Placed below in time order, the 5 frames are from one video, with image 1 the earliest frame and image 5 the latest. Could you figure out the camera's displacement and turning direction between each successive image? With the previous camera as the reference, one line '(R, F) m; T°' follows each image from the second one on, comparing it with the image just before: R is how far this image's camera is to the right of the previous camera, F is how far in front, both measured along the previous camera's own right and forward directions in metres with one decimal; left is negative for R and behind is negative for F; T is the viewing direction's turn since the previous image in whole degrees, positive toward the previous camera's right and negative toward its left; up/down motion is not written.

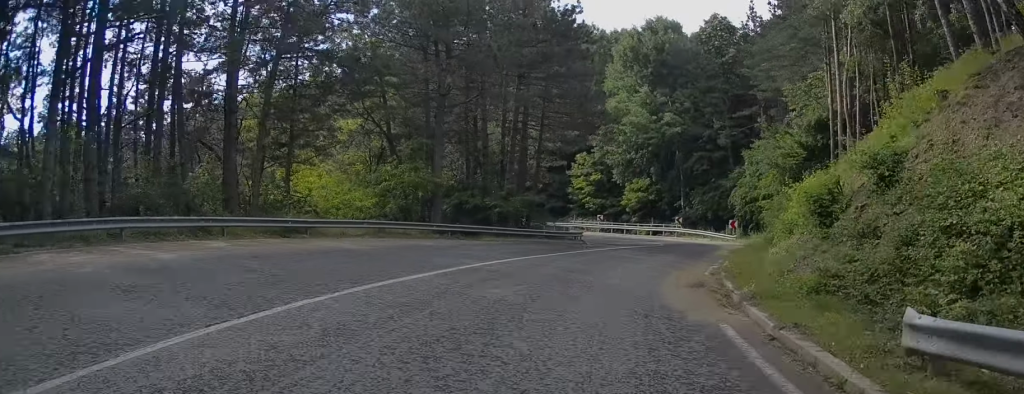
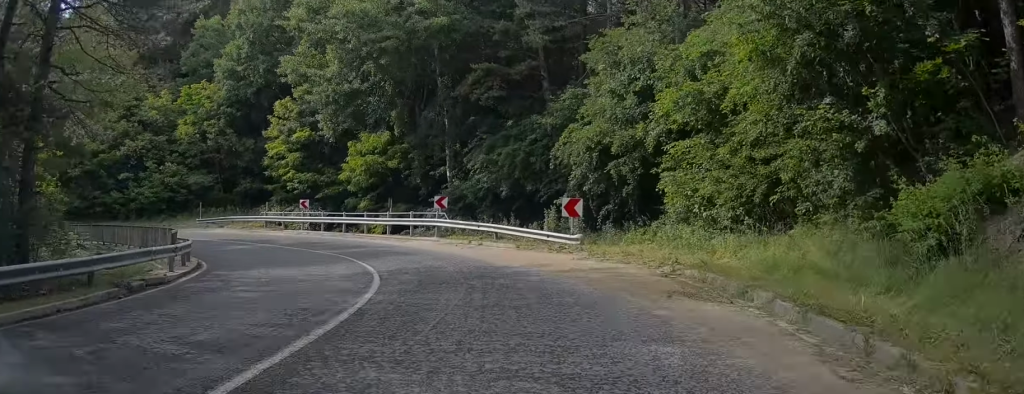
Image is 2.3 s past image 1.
(+5.2, +27.3) m; +12°
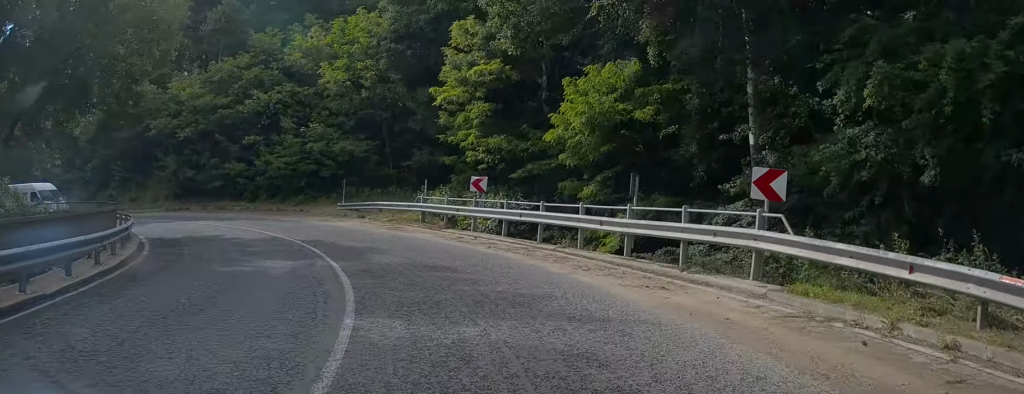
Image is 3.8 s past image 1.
(-0.3, +17.1) m; -4°
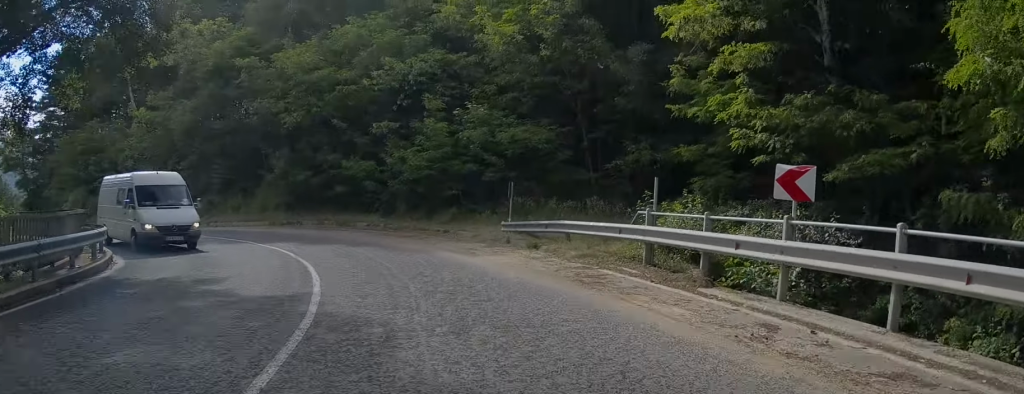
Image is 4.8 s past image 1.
(-0.6, +11.9) m; -11°
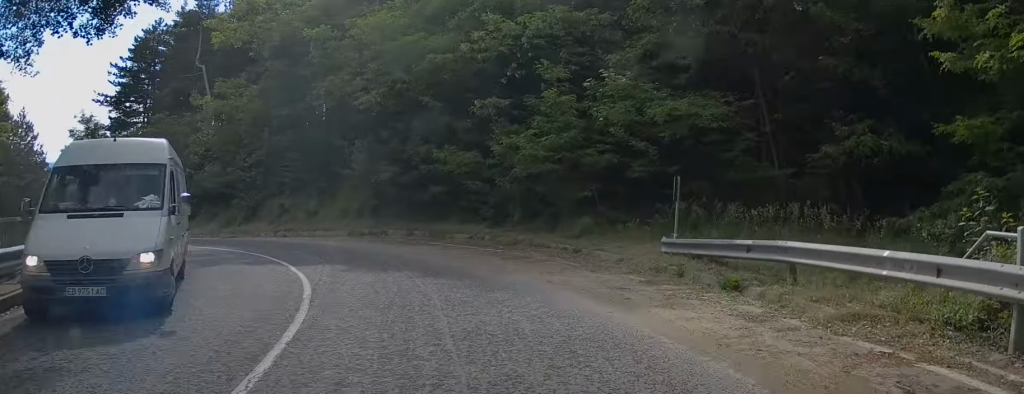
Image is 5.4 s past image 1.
(-0.9, +6.5) m; -10°
